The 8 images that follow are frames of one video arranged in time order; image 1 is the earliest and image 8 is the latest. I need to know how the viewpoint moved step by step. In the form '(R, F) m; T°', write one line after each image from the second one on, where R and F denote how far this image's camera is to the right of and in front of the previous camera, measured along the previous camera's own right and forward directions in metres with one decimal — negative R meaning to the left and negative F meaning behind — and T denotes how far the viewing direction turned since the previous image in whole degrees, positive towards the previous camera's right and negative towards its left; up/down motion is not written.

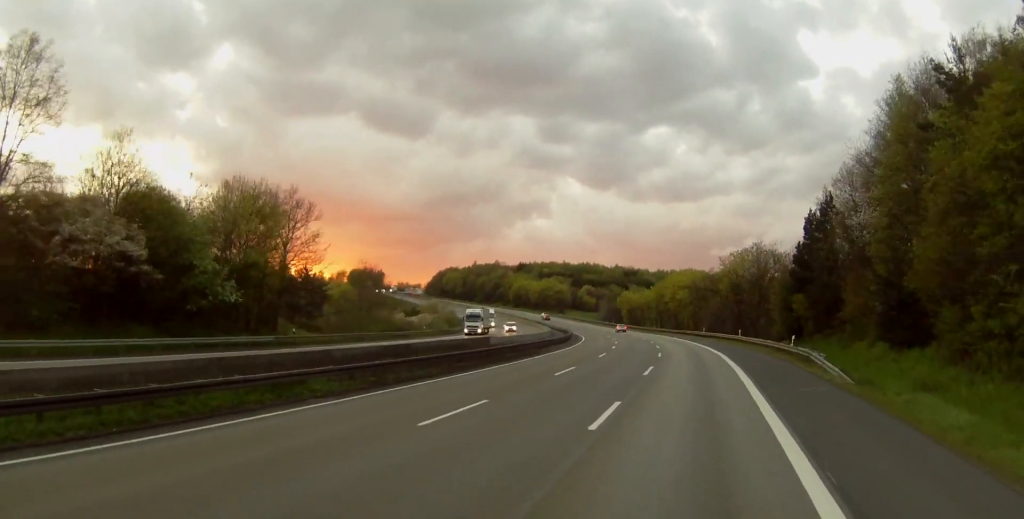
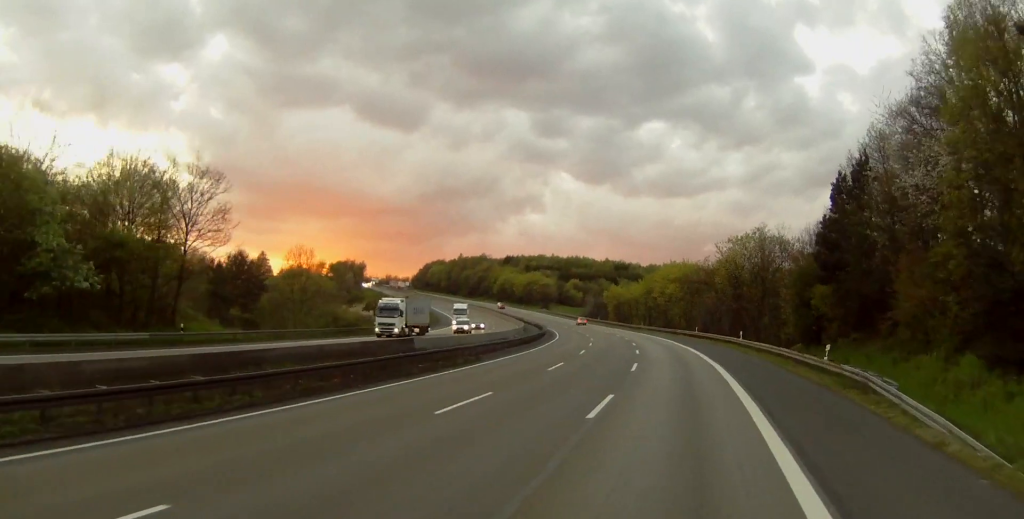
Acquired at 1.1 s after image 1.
(+0.2, +15.5) m; +1°
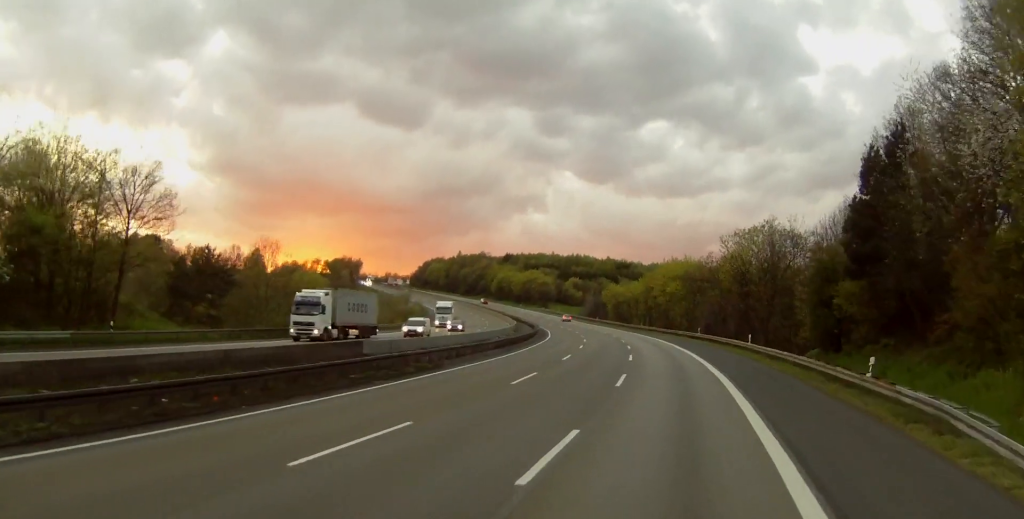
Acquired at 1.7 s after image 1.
(-0.1, +8.0) m; +1°
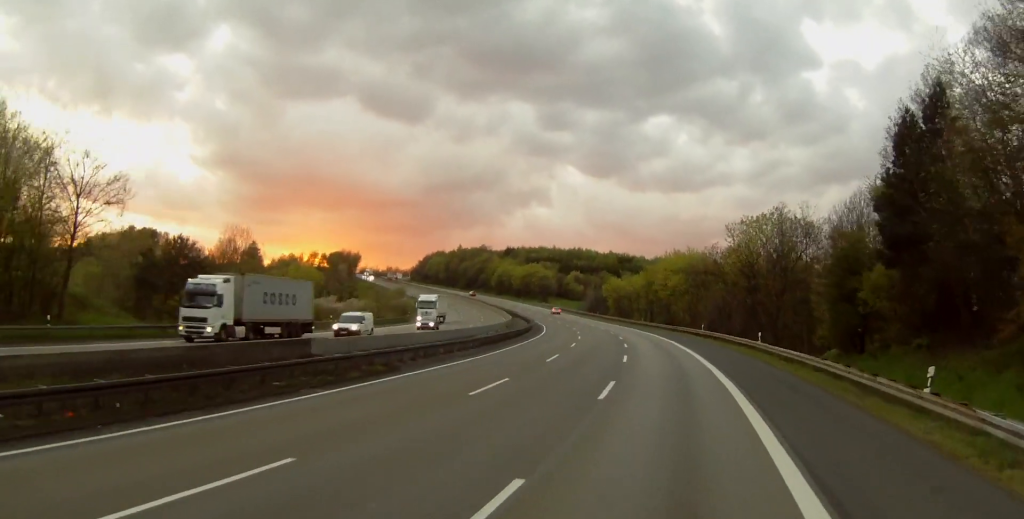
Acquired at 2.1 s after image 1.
(+0.1, +6.2) m; -1°
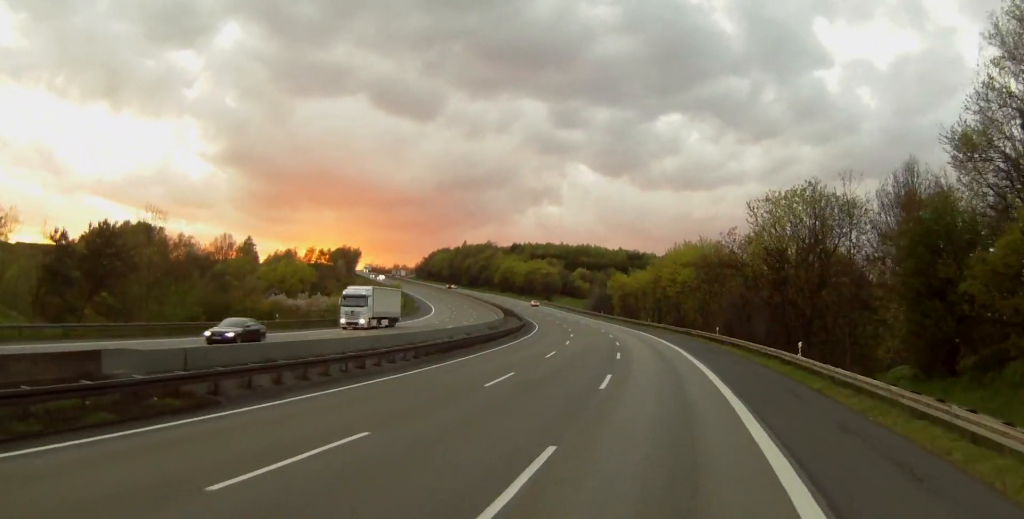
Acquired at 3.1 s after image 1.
(-0.1, +14.7) m; -1°
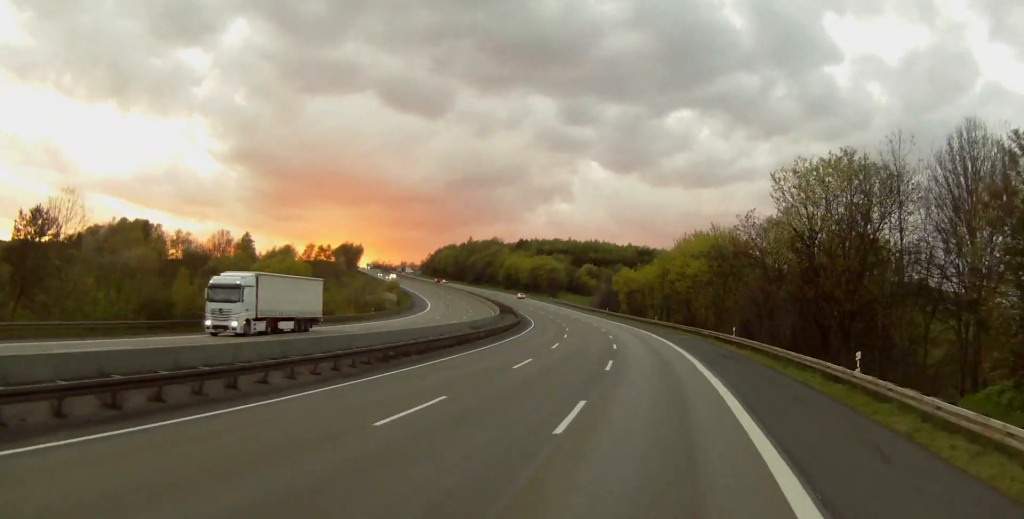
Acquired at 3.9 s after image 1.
(-0.2, +11.0) m; 0°
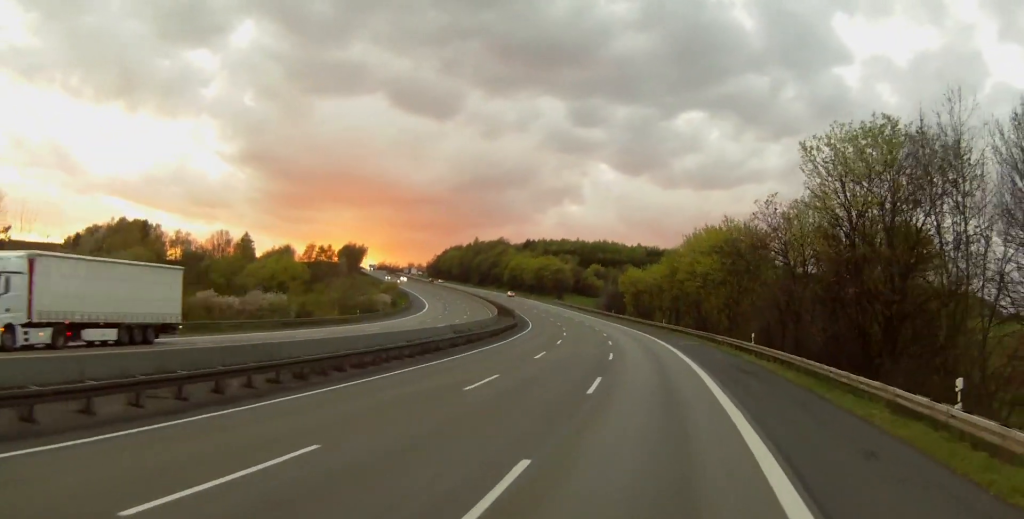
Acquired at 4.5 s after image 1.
(+0.2, +9.2) m; +1°
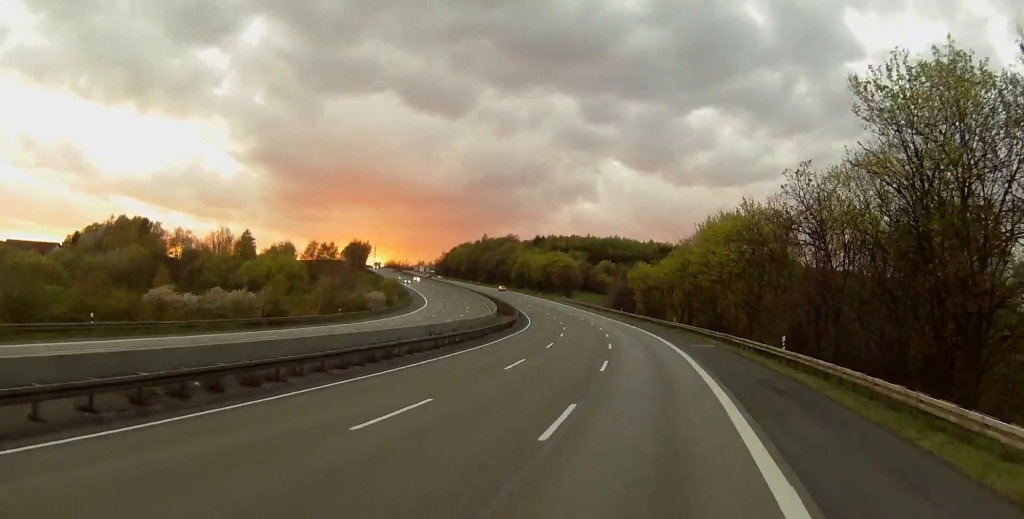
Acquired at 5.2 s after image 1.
(0.0, +10.3) m; 0°
